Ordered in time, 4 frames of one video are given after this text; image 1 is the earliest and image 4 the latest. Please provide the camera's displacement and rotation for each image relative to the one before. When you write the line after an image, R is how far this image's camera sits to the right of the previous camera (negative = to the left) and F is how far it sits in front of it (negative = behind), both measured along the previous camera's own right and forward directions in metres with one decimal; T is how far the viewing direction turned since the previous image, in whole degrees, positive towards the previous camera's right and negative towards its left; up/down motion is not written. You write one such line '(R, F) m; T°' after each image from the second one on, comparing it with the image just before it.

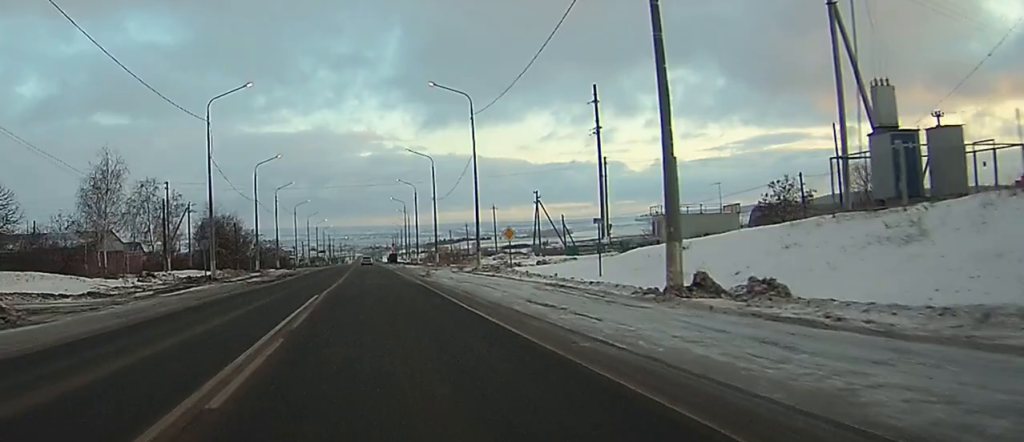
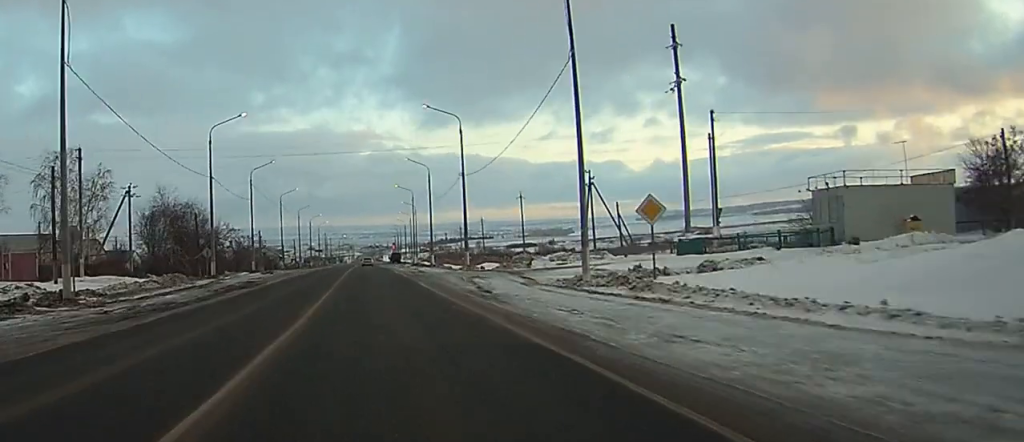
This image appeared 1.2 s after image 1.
(-0.1, +26.8) m; -1°
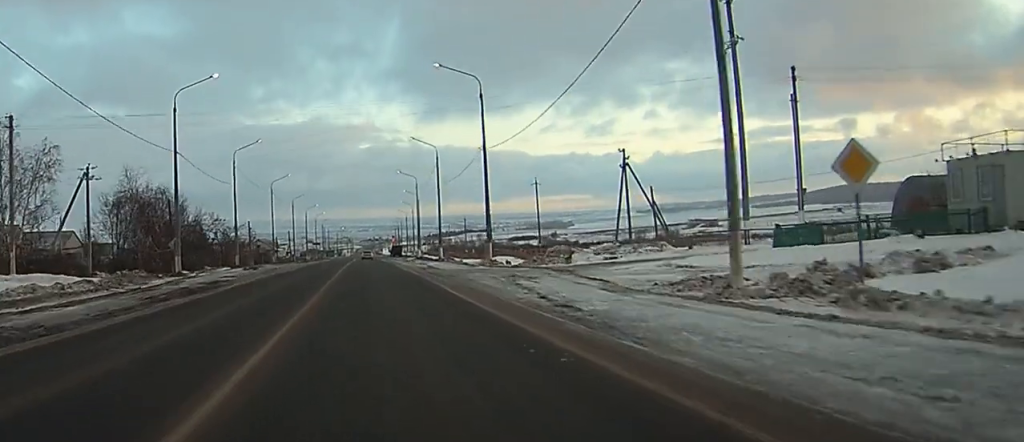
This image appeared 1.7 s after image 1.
(-0.1, +12.0) m; +1°
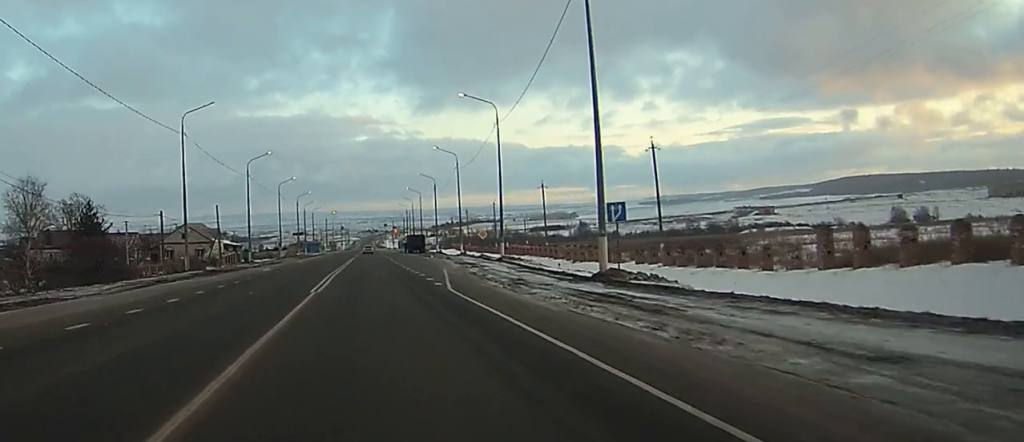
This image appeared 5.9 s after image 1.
(-0.9, +92.7) m; -1°
